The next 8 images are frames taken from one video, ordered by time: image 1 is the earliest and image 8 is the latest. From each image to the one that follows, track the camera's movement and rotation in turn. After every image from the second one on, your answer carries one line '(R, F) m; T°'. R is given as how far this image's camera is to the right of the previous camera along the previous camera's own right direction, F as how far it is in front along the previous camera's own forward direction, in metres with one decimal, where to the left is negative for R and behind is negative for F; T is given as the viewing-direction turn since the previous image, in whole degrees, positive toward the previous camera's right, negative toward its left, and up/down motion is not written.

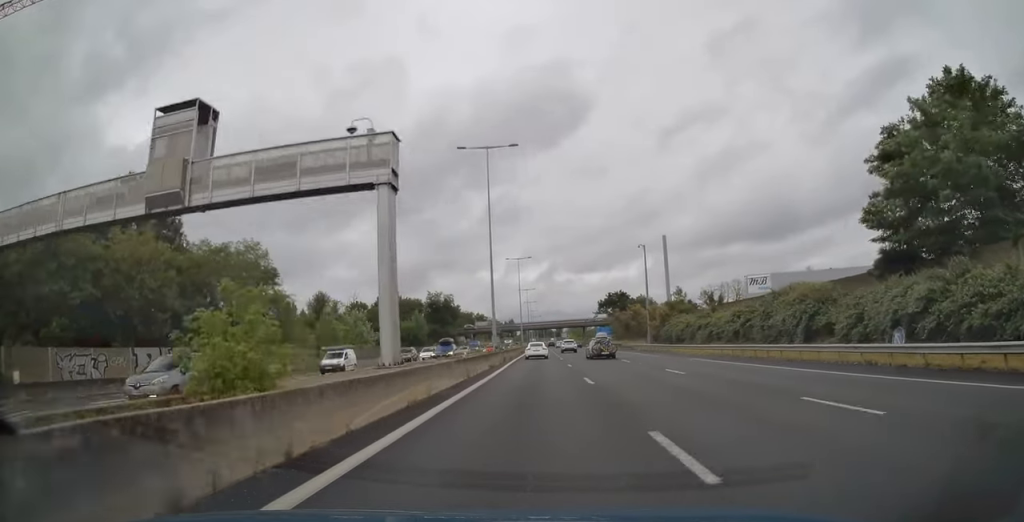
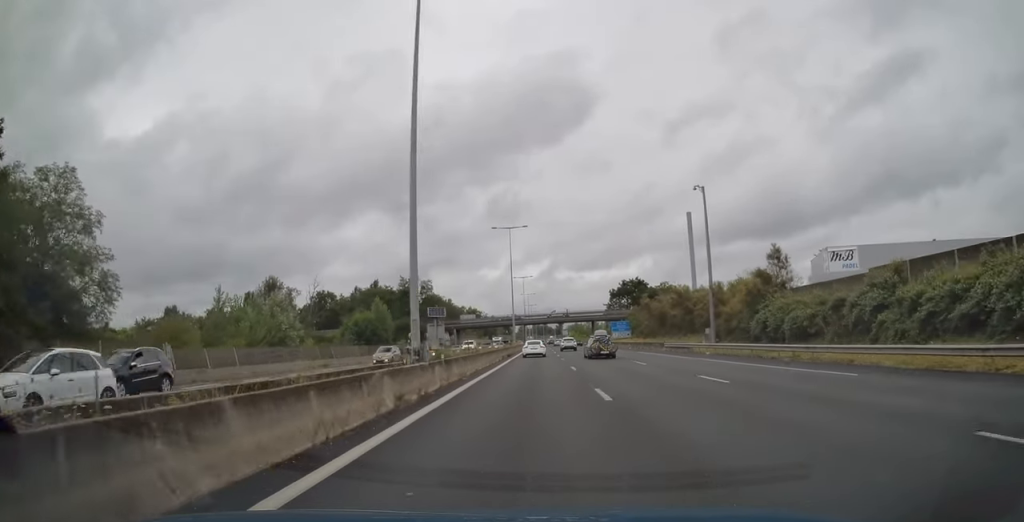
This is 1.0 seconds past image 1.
(-0.1, +31.6) m; 0°
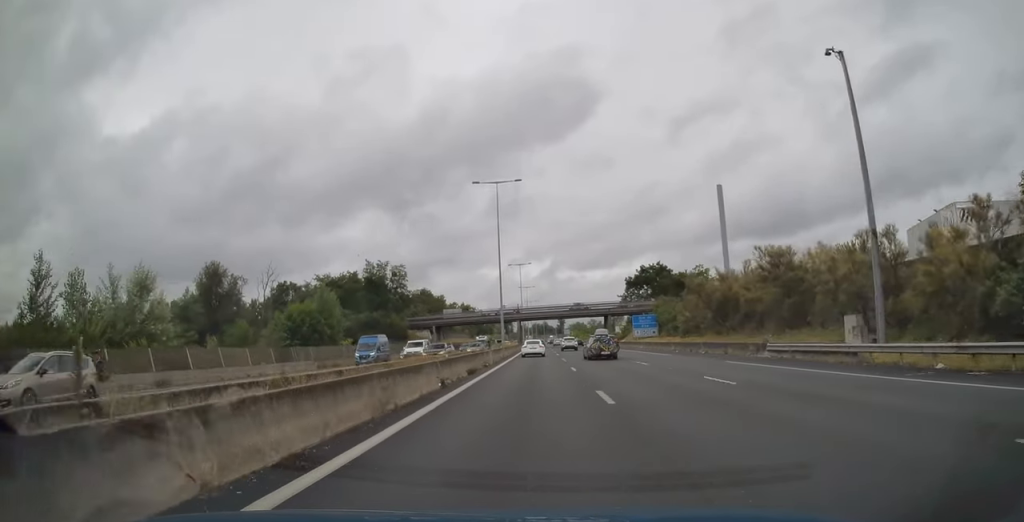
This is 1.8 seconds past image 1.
(0.0, +26.9) m; 0°
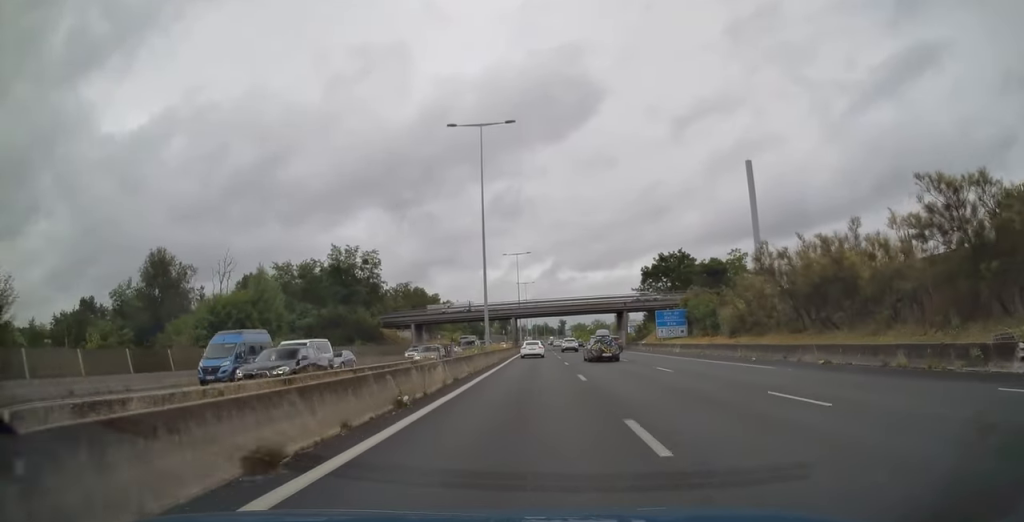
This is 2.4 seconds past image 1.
(0.0, +18.5) m; 0°
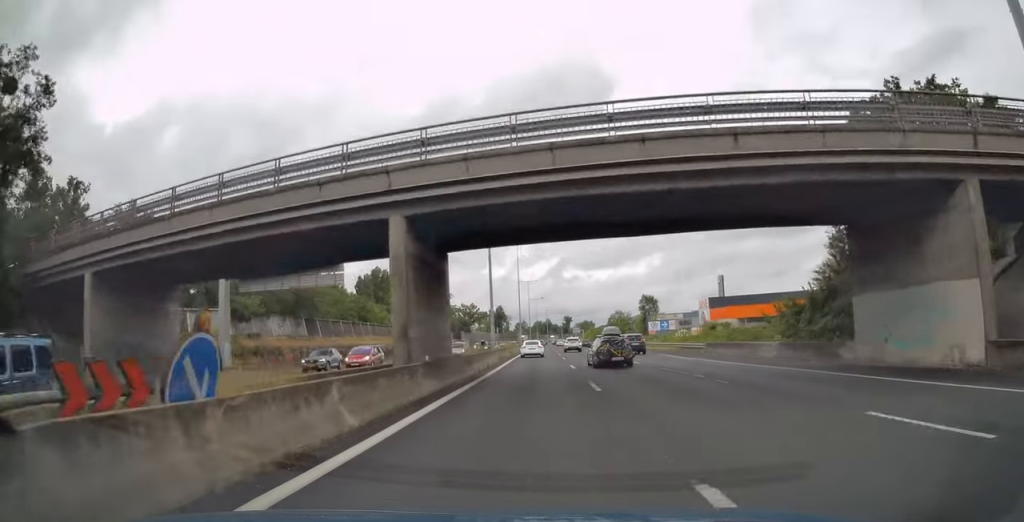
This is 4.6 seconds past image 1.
(0.0, +69.7) m; 0°
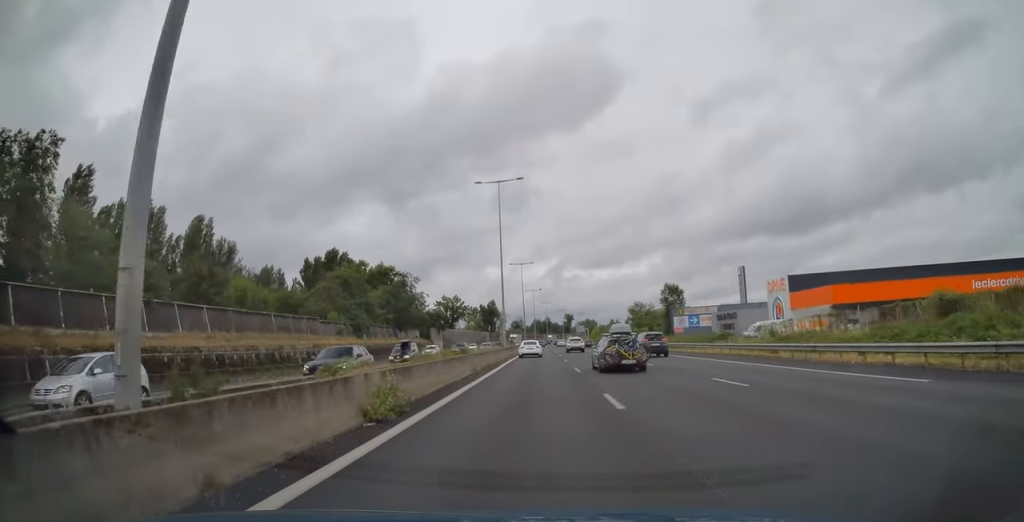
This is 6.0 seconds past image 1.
(+0.1, +43.2) m; 0°
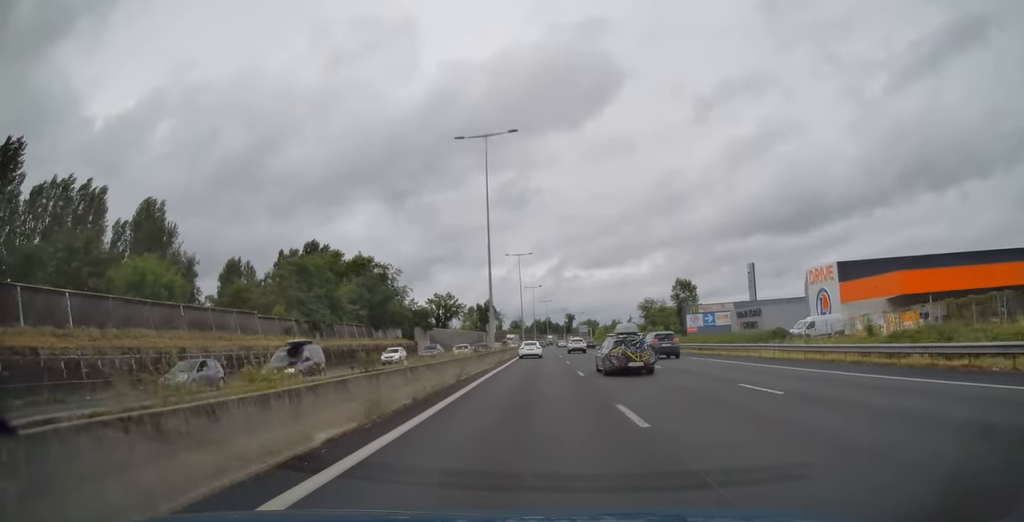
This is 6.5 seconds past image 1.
(0.0, +15.3) m; 0°
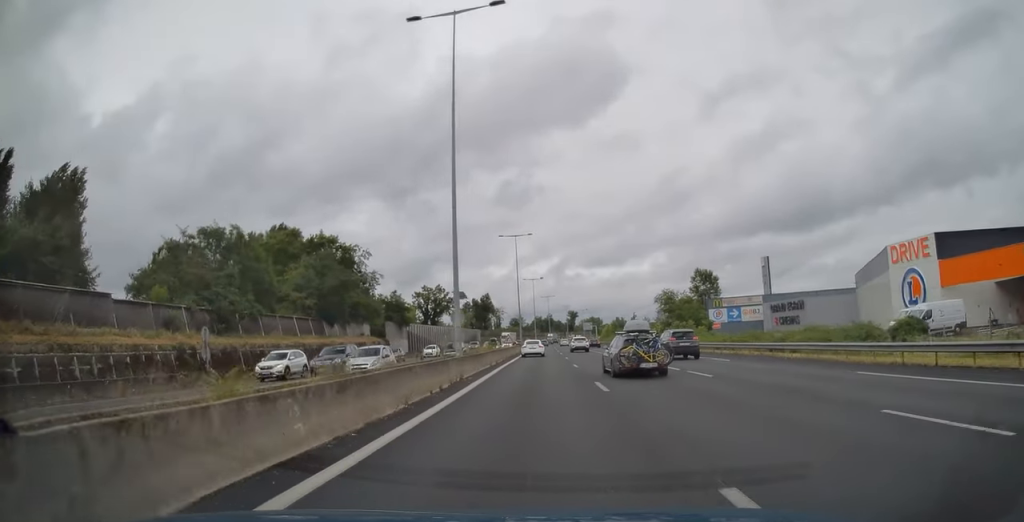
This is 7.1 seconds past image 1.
(-0.1, +20.1) m; 0°
